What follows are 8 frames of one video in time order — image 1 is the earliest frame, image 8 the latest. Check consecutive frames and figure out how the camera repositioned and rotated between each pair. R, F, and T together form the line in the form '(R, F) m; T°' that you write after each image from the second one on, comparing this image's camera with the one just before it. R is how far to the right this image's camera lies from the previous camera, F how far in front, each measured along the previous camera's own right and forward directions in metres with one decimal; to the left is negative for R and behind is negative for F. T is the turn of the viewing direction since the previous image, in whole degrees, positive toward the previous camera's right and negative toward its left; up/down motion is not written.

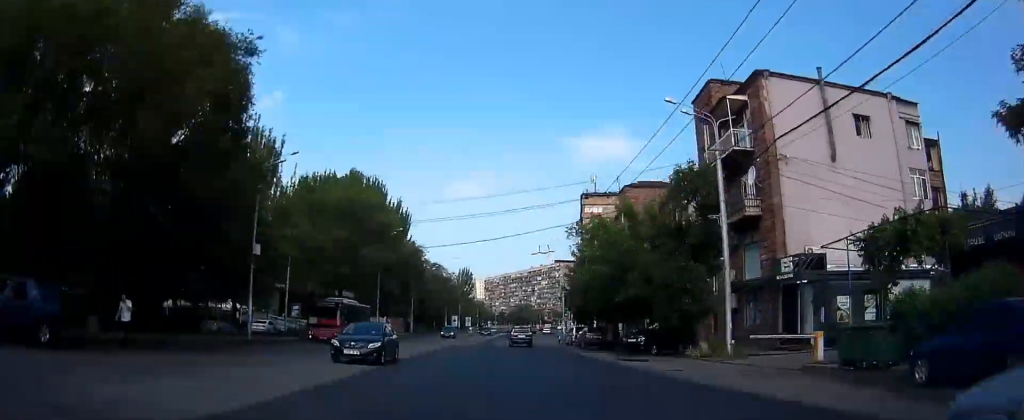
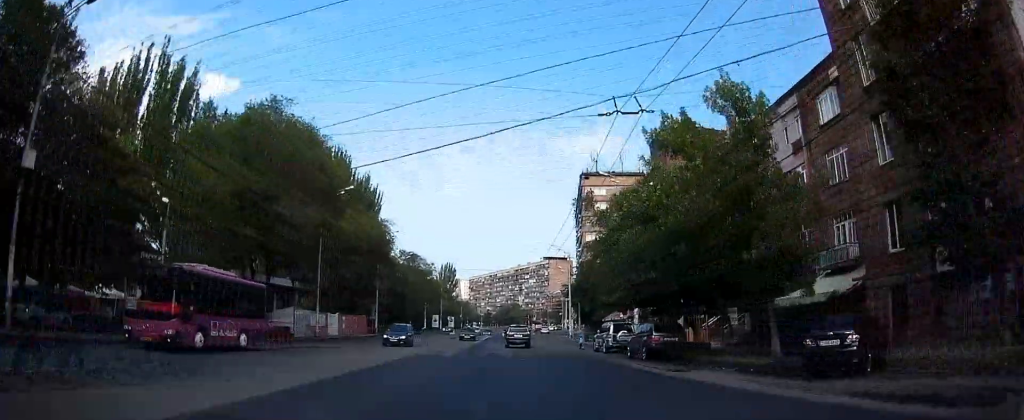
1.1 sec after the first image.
(-0.1, +19.0) m; 0°
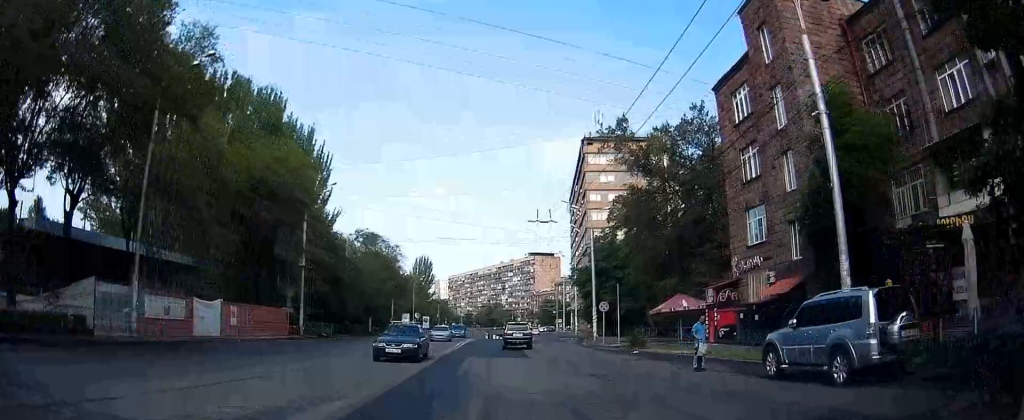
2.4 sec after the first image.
(+0.4, +21.5) m; +3°
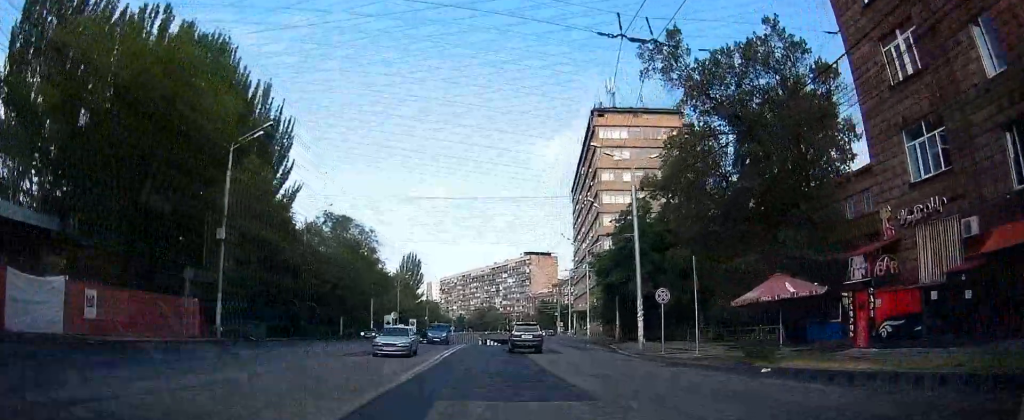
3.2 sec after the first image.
(+0.3, +14.5) m; 0°
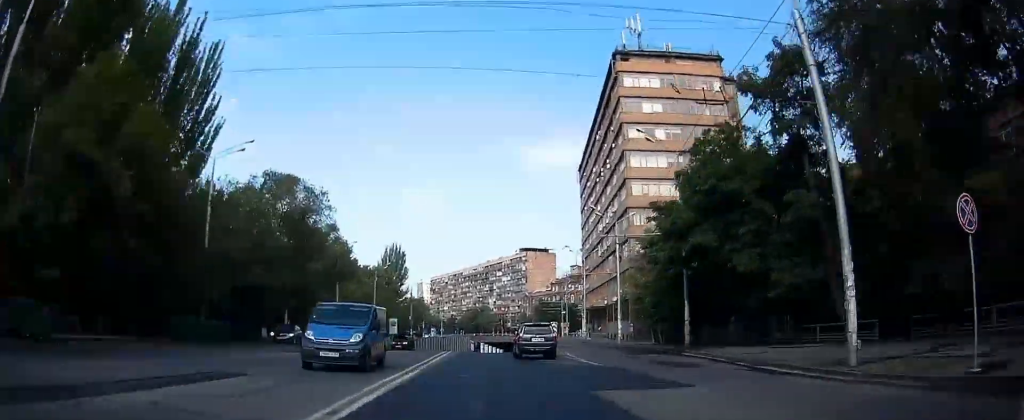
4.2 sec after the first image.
(-0.3, +21.5) m; 0°
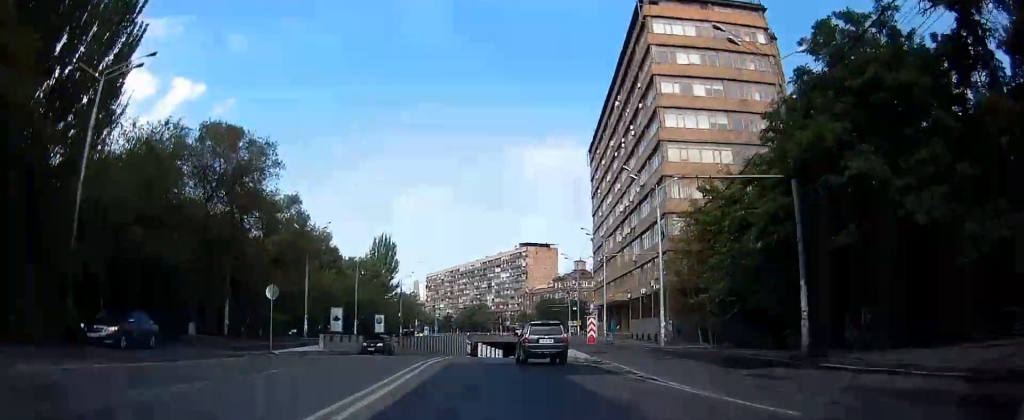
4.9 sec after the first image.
(+0.3, +14.9) m; +1°
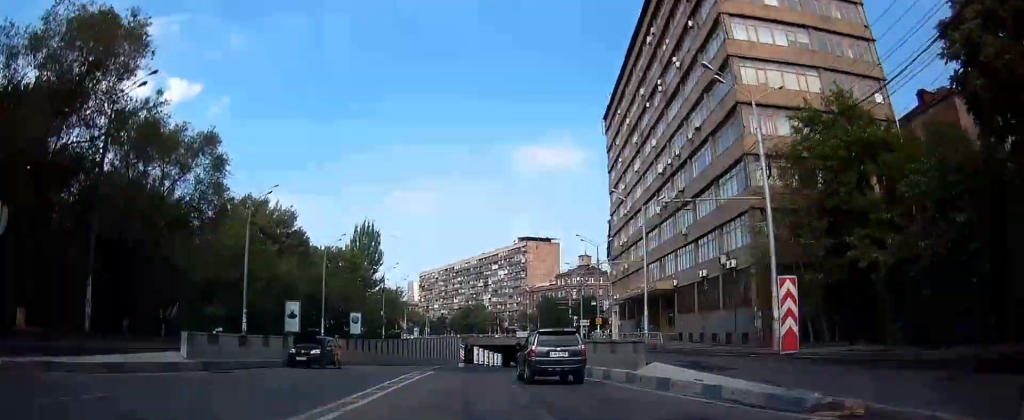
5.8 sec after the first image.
(+0.3, +19.0) m; +1°
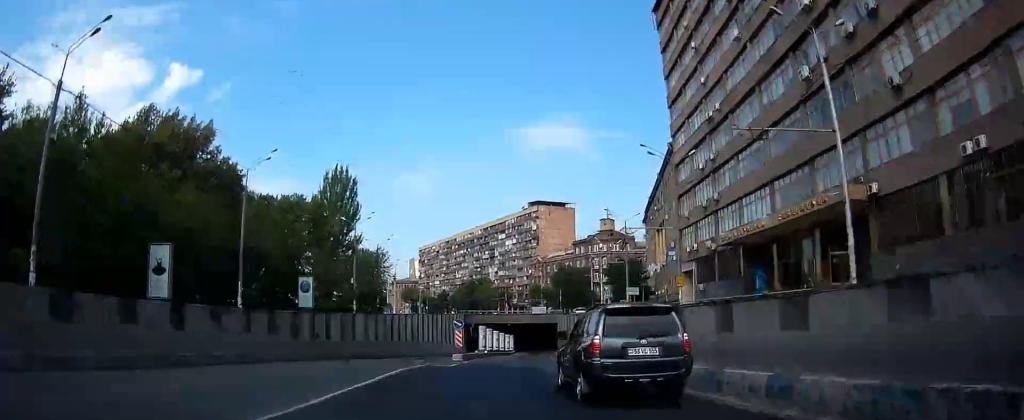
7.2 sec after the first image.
(+0.1, +29.1) m; 0°
